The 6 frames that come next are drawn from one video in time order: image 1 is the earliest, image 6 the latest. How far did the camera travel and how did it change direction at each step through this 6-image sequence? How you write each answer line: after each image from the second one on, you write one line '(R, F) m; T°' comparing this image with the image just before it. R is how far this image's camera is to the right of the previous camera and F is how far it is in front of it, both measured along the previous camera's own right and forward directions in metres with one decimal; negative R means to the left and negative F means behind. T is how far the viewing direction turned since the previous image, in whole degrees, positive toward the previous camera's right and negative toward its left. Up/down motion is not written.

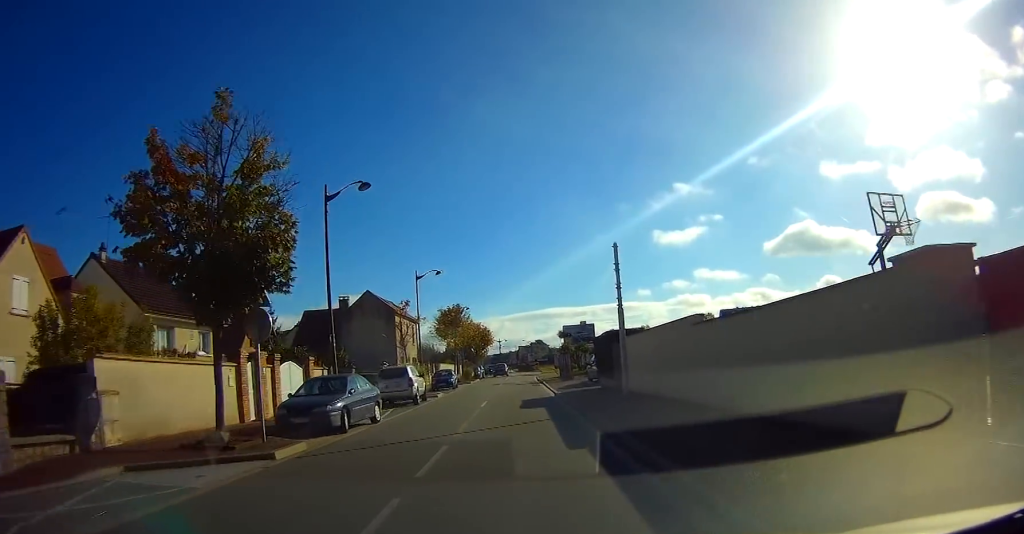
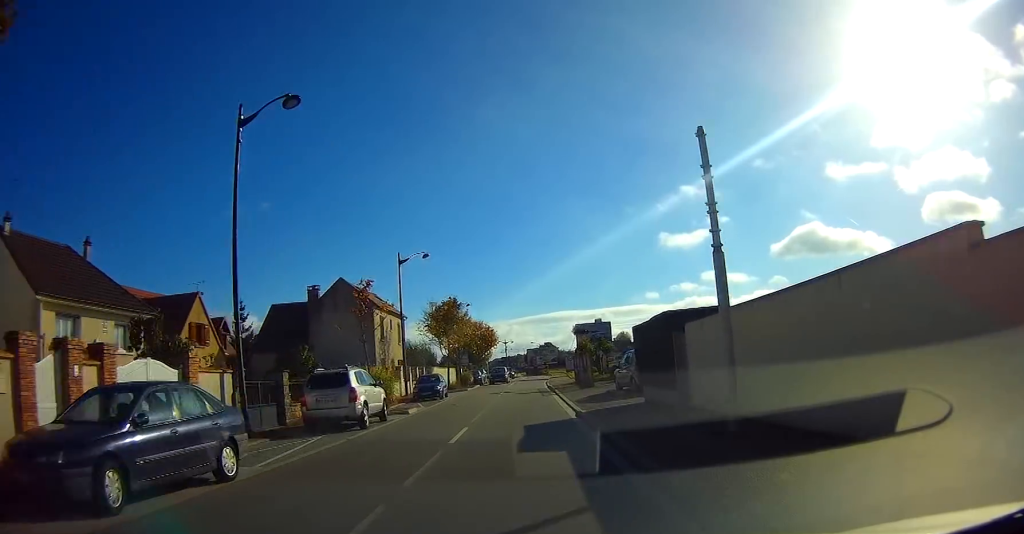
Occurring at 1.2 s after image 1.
(-0.1, +8.6) m; -1°
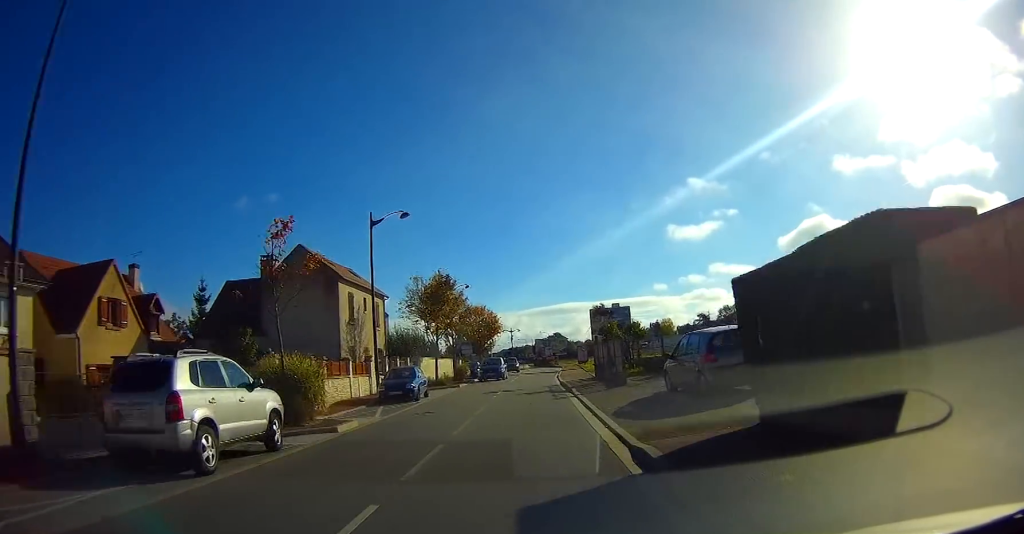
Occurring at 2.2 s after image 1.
(-0.1, +8.3) m; -1°
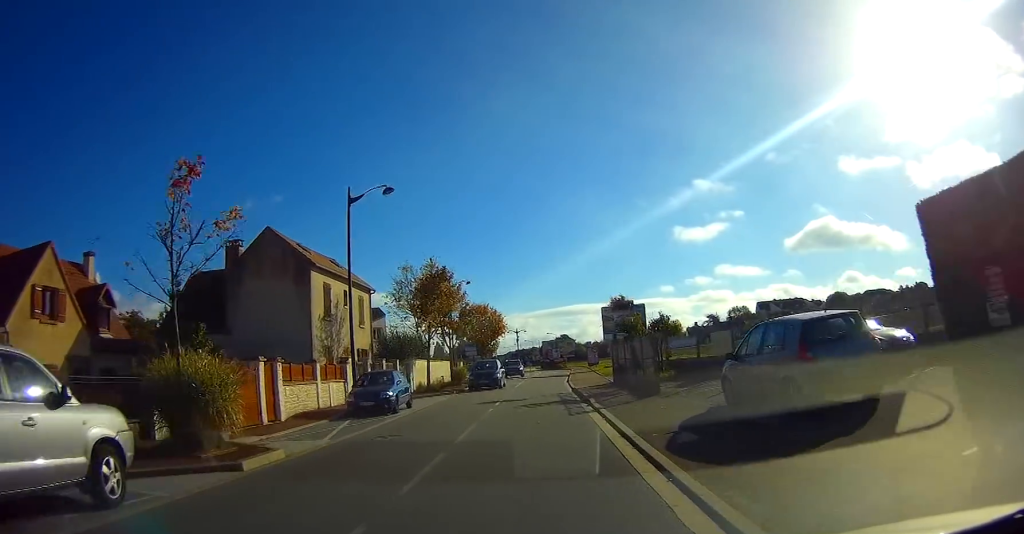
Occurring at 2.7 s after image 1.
(0.0, +5.0) m; 0°
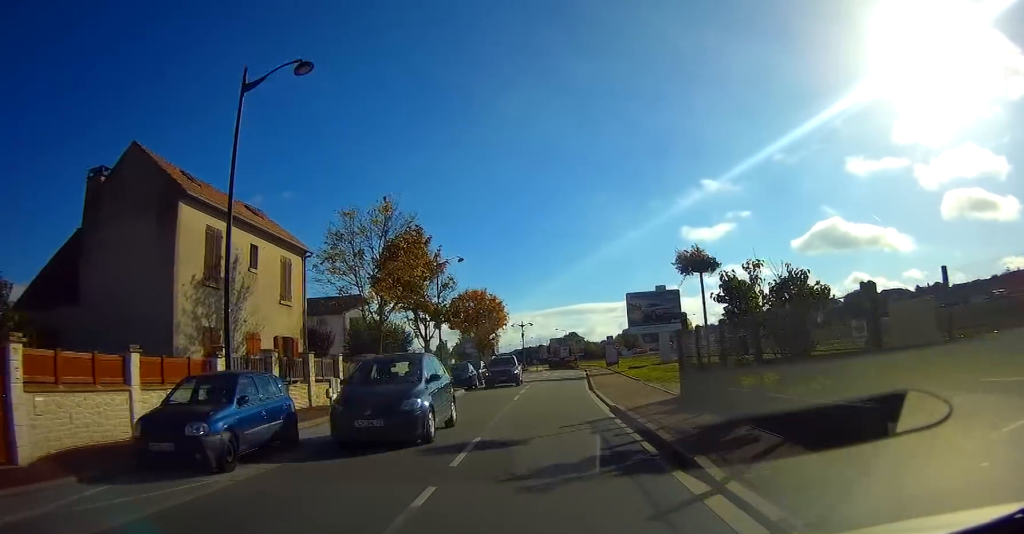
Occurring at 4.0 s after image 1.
(0.0, +11.9) m; 0°
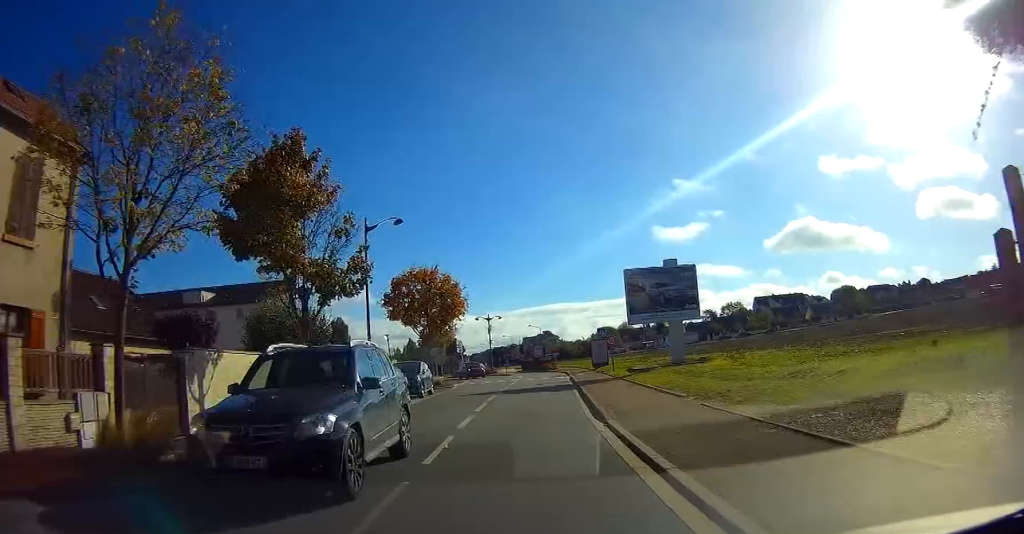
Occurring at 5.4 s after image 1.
(0.0, +13.0) m; 0°
